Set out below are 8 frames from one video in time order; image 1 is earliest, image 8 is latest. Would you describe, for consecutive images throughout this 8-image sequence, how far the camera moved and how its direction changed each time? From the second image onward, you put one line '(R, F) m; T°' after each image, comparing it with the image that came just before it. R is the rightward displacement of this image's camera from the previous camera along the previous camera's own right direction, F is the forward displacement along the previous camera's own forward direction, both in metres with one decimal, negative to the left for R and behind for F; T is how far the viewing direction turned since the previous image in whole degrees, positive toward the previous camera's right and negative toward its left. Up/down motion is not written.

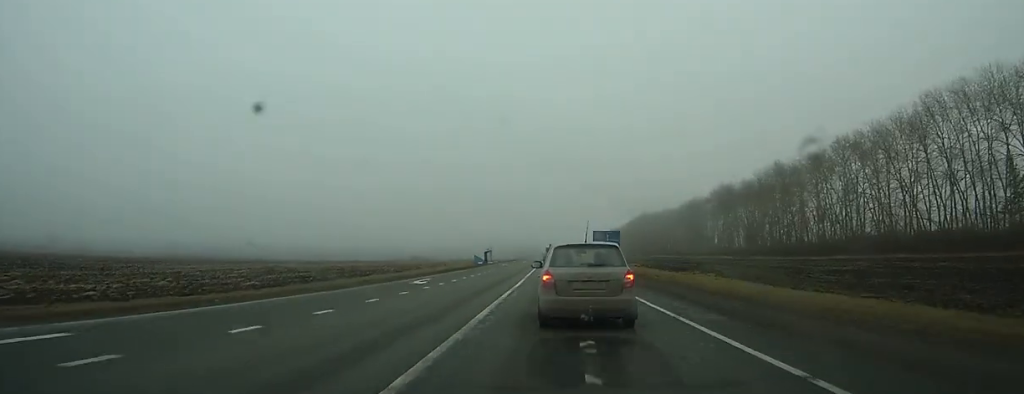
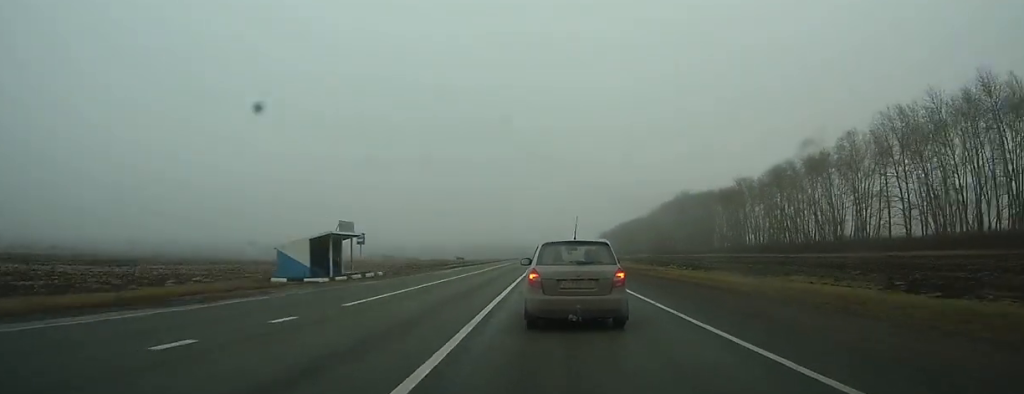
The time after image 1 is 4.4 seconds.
(+0.6, +98.3) m; +1°
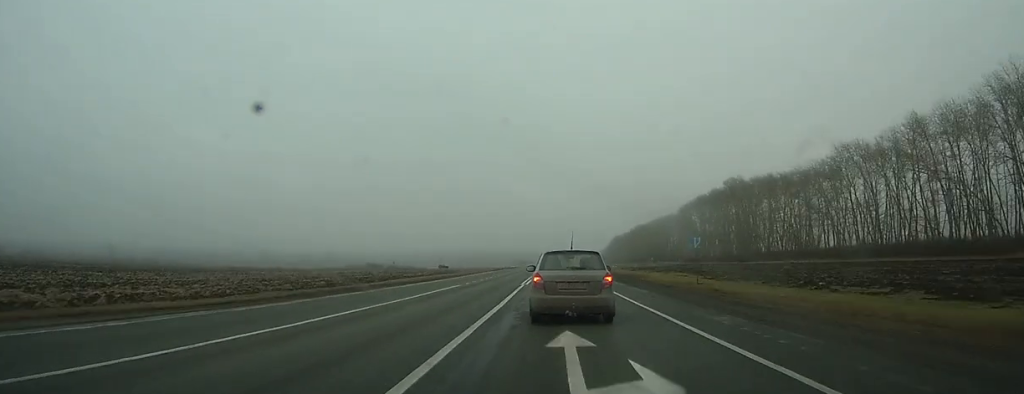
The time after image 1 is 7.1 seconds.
(-0.1, +59.4) m; 0°
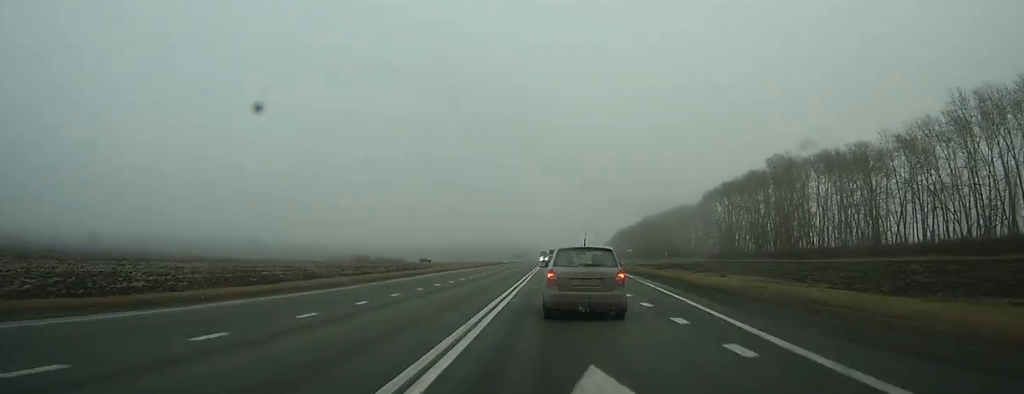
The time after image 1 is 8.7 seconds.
(0.0, +34.7) m; 0°
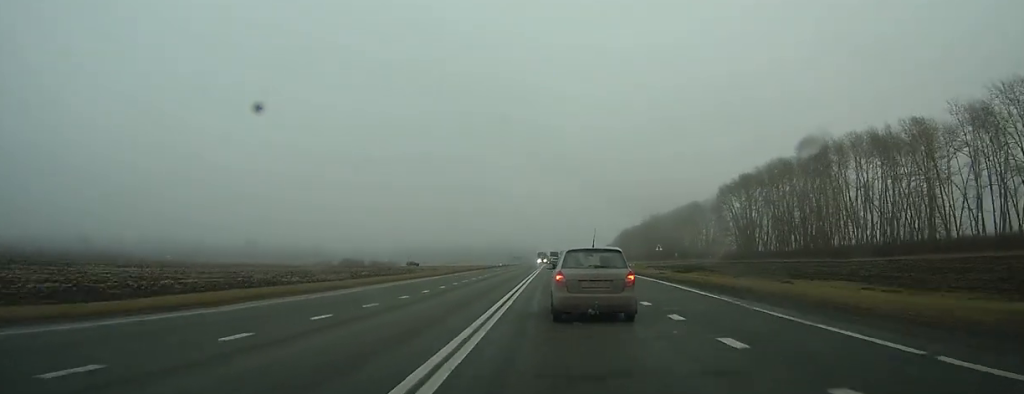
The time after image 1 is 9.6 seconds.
(-0.1, +18.9) m; 0°
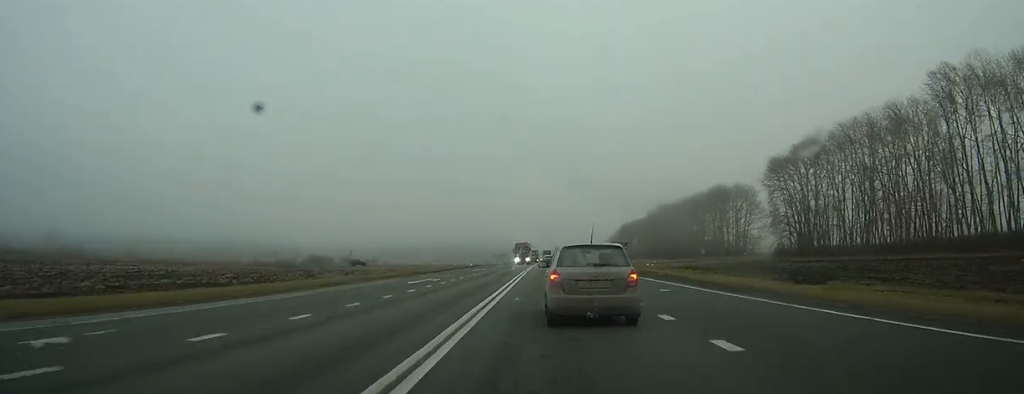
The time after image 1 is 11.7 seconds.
(+0.4, +46.9) m; +1°
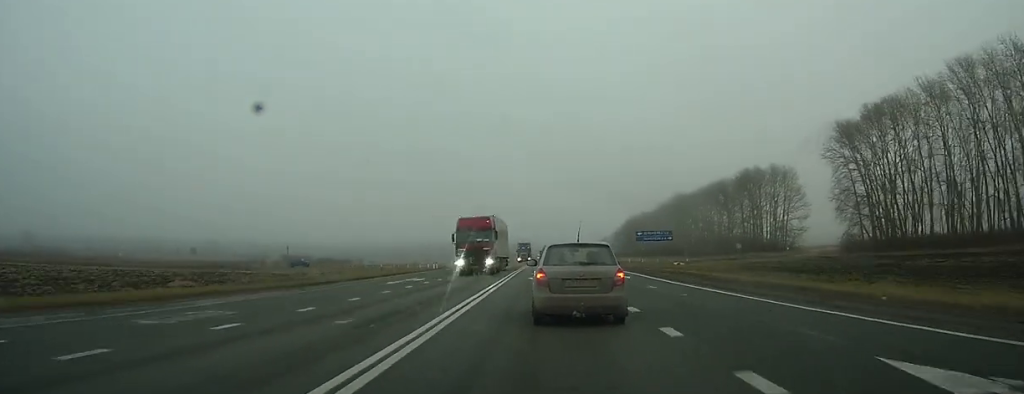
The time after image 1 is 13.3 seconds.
(+0.1, +34.0) m; 0°
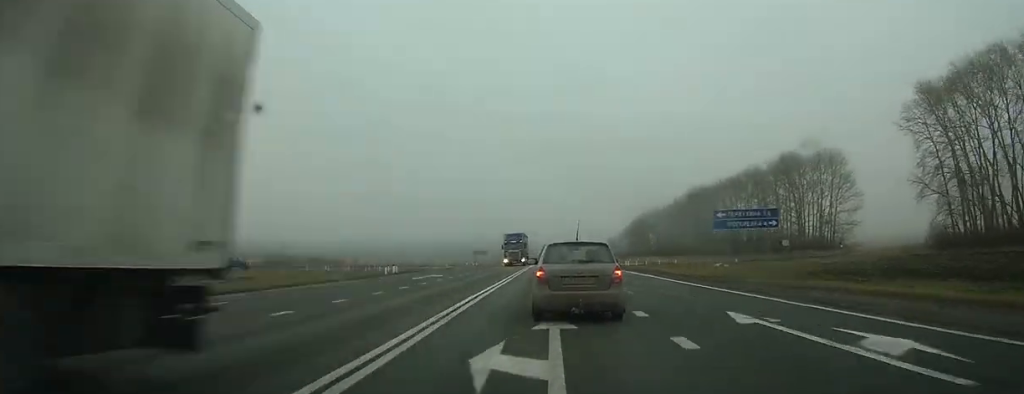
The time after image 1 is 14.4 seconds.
(+0.1, +25.3) m; 0°
